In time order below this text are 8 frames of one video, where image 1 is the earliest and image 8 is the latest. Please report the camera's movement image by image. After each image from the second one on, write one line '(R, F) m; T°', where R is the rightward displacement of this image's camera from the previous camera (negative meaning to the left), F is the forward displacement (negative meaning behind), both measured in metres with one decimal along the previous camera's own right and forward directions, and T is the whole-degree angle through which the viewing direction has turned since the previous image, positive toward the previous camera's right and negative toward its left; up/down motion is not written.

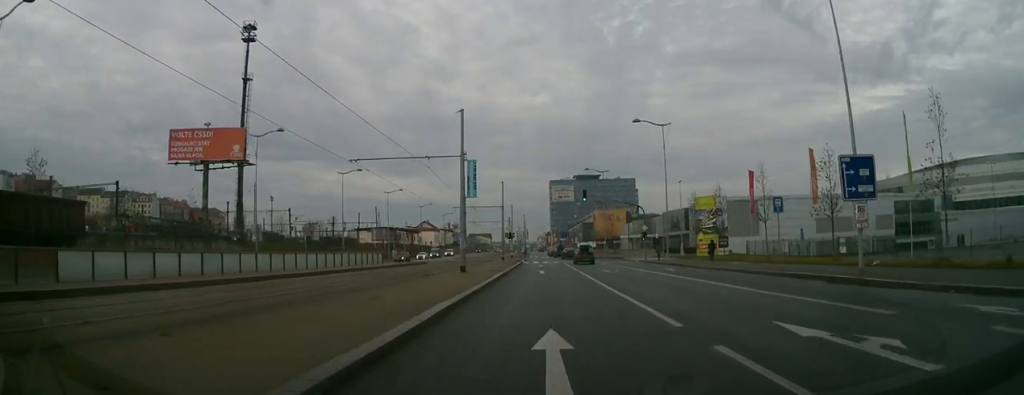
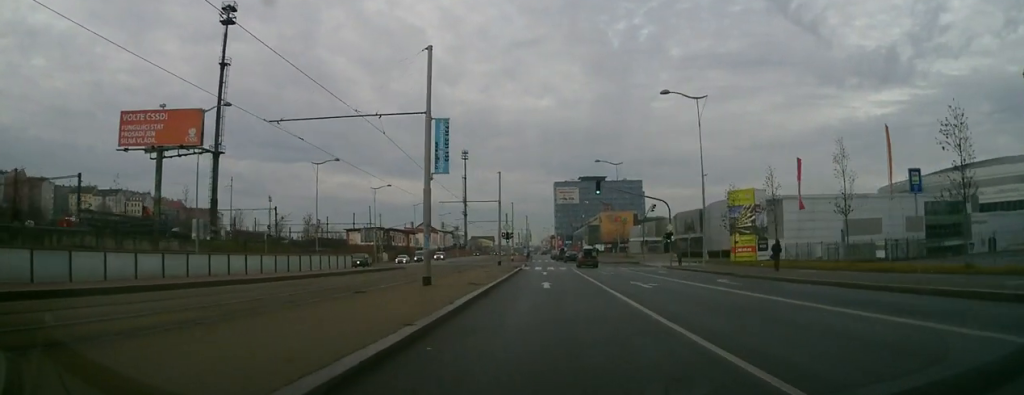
(-0.2, +11.4) m; 0°
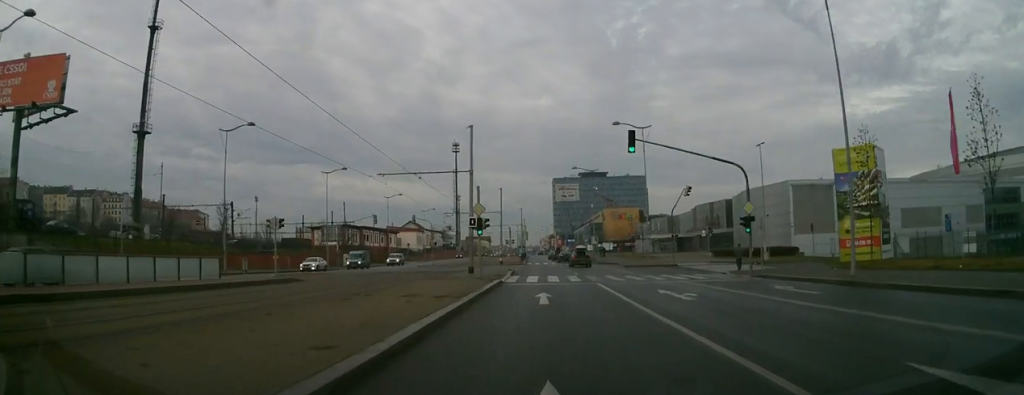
(+1.0, +22.2) m; +3°
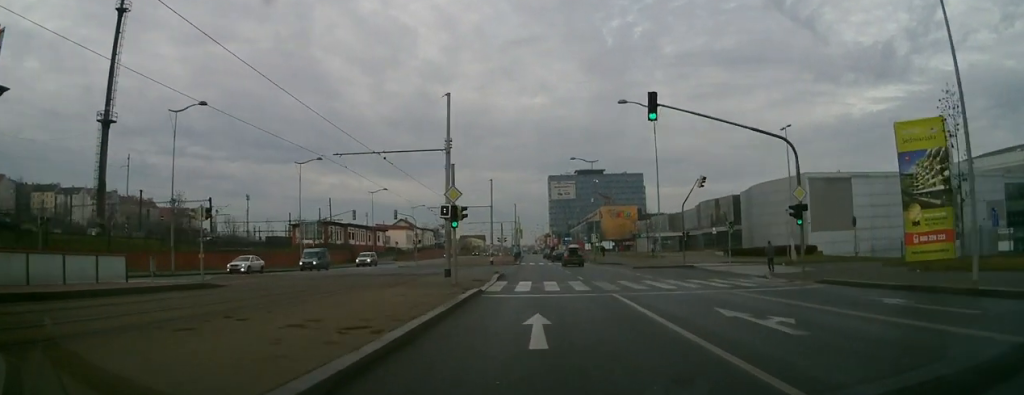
(-0.5, +7.6) m; -2°
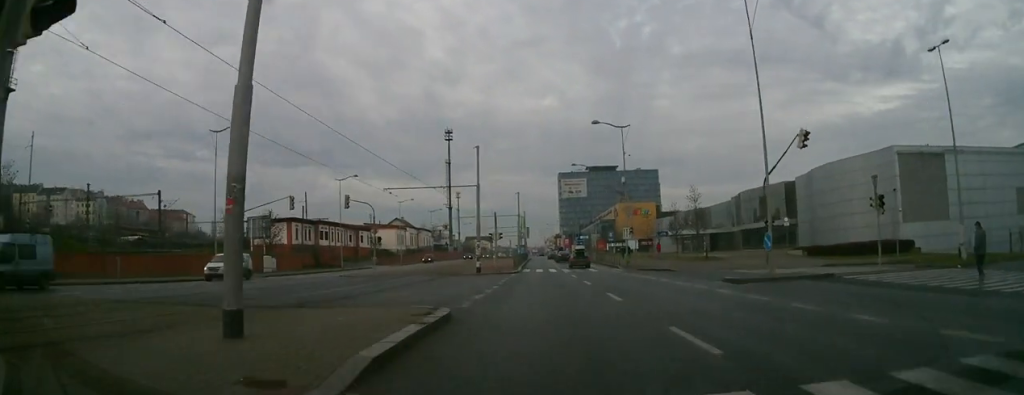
(-0.5, +22.2) m; 0°
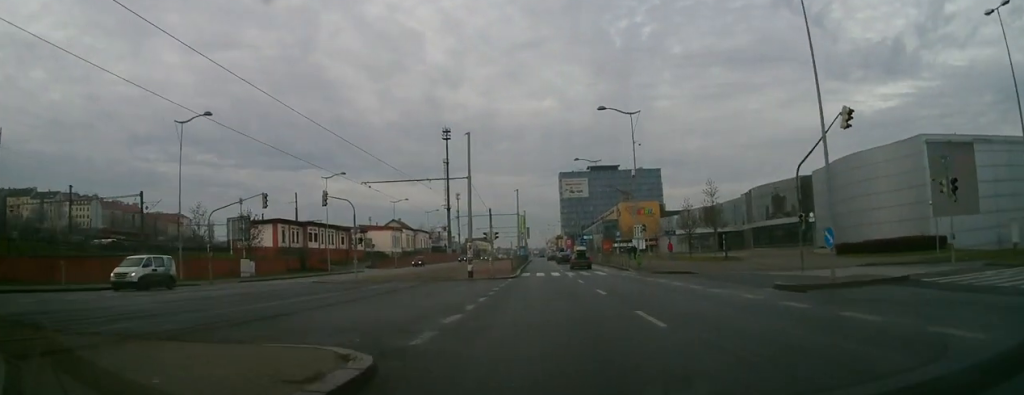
(+0.1, +5.9) m; 0°
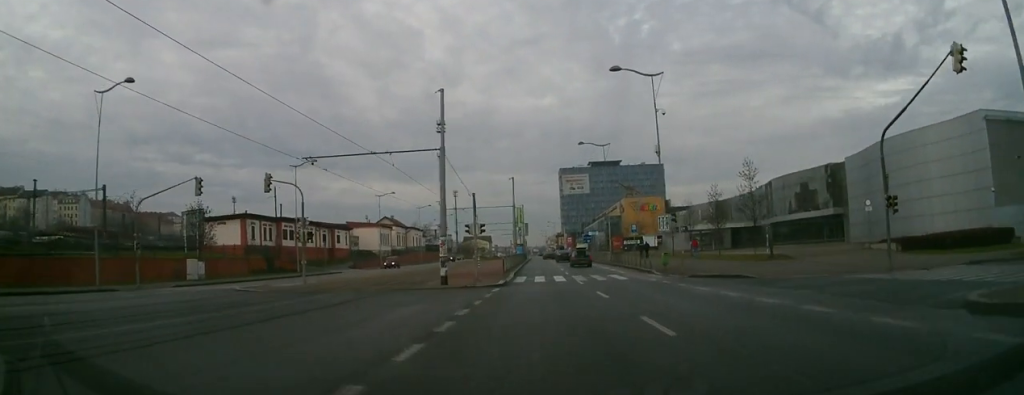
(0.0, +10.2) m; 0°
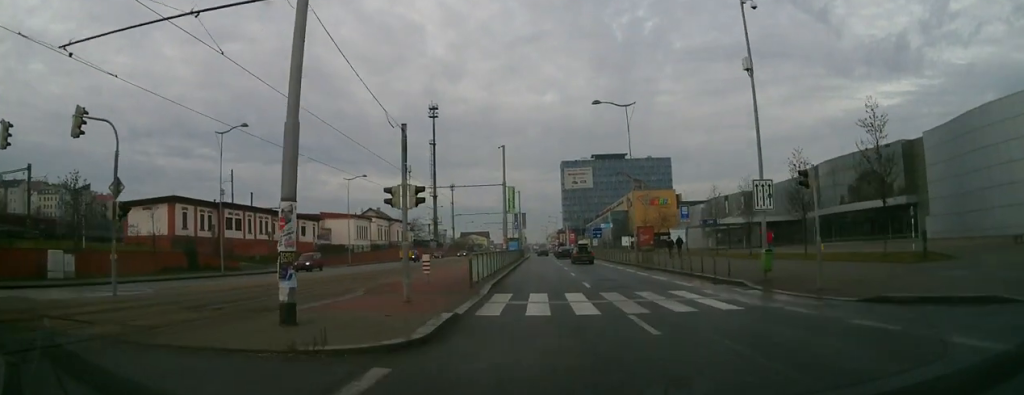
(-0.2, +17.6) m; 0°
